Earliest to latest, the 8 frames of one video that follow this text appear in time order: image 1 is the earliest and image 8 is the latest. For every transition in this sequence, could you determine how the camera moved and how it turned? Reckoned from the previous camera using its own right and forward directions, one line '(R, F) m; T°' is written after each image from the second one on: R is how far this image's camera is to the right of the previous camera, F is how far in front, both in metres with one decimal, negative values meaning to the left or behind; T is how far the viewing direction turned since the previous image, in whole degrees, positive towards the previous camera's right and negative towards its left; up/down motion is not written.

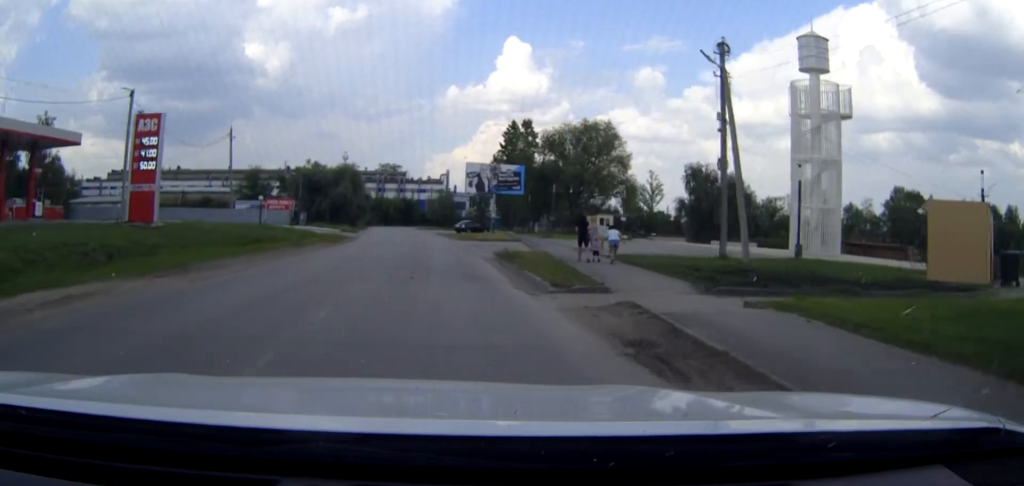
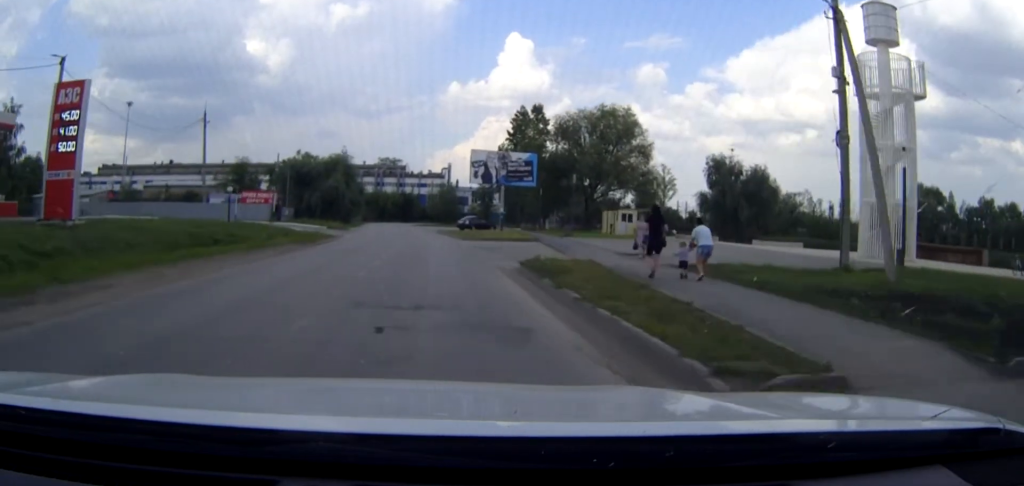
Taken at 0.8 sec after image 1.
(0.0, +9.3) m; 0°
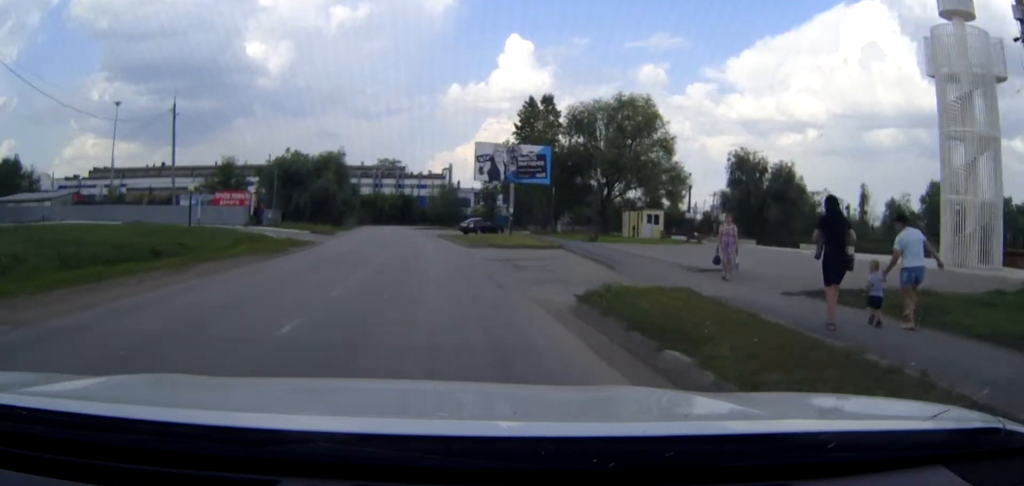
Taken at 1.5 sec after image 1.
(0.0, +8.5) m; 0°
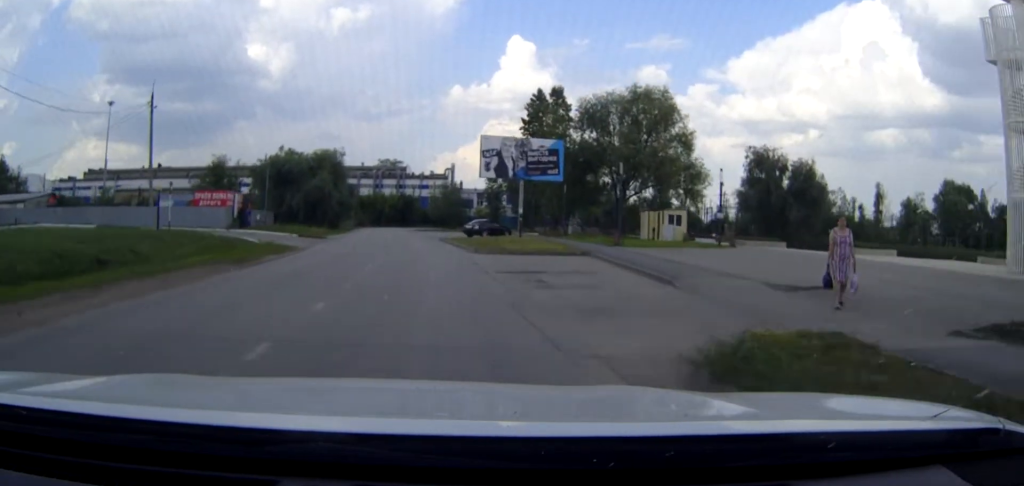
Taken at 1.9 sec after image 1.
(0.0, +5.7) m; 0°
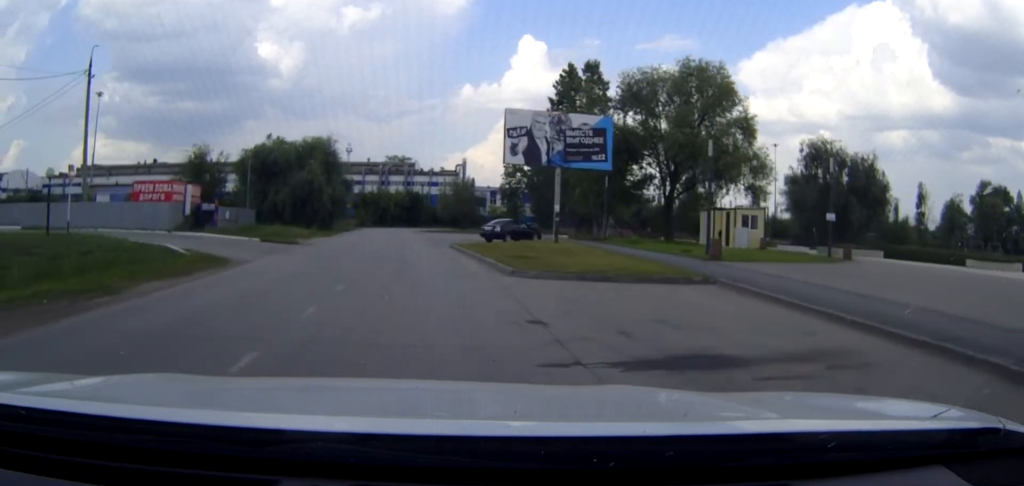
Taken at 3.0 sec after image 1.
(-0.1, +13.2) m; -1°
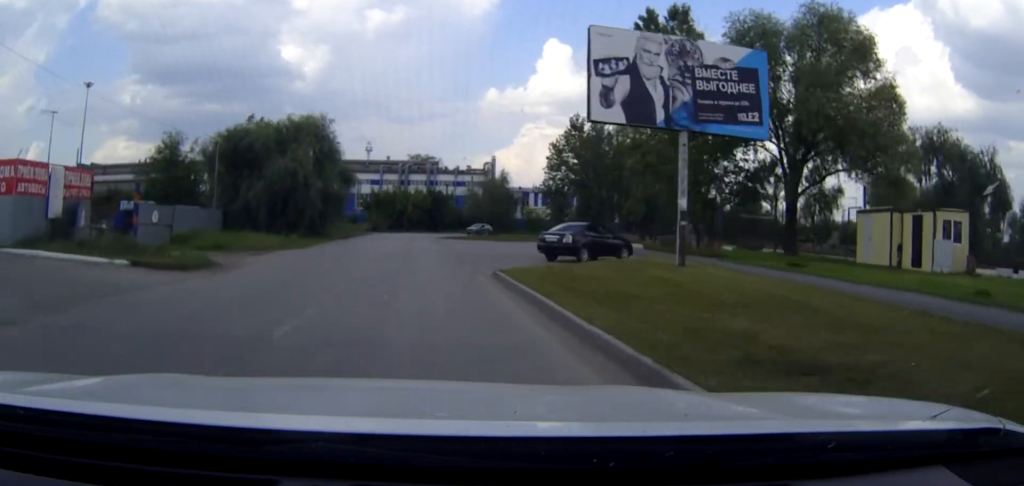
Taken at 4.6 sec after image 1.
(-0.2, +17.8) m; -2°
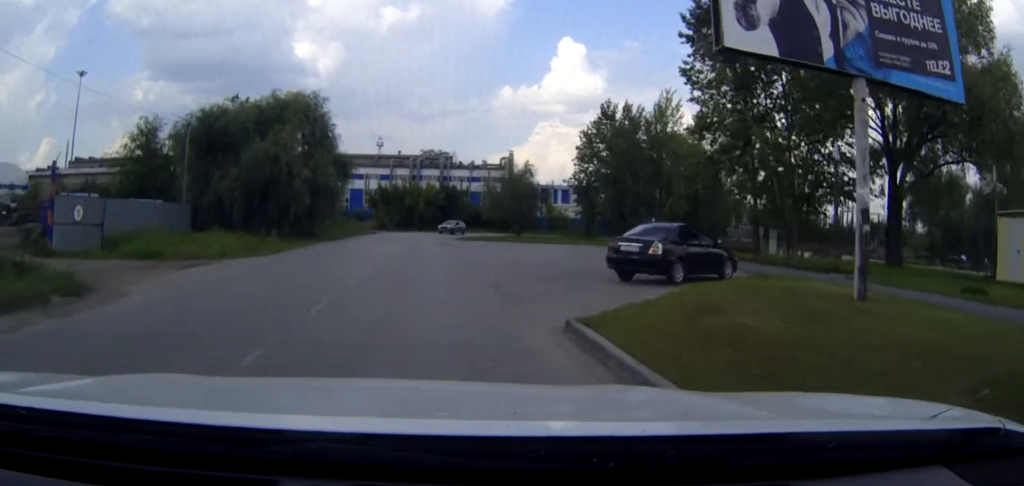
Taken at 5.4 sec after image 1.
(-0.1, +9.8) m; -1°
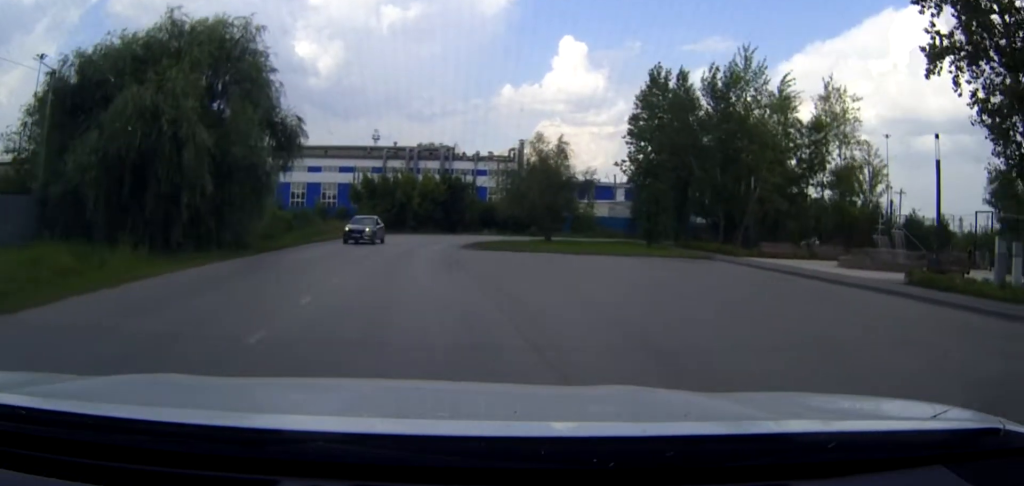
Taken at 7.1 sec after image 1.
(-0.1, +19.5) m; -1°
